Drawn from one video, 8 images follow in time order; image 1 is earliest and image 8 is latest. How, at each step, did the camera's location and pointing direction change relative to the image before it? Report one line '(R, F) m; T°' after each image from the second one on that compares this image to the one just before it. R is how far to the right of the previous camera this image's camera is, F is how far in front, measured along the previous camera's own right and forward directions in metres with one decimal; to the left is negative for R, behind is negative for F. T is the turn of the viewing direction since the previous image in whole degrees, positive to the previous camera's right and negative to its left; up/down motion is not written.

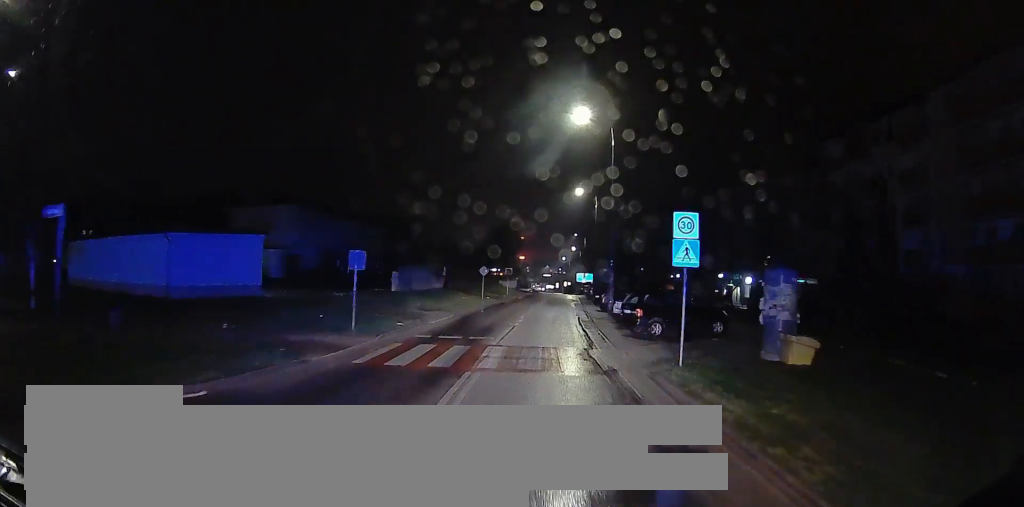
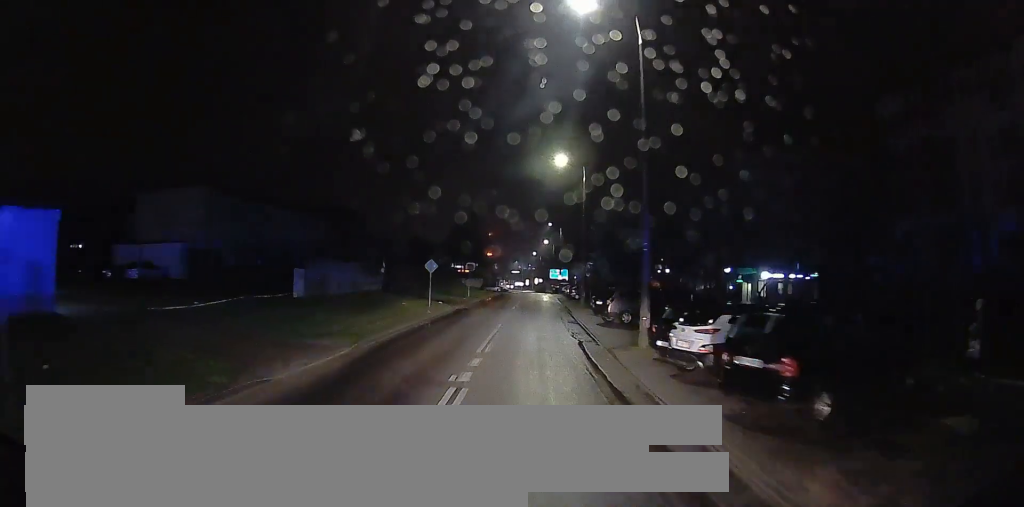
(0.0, +12.2) m; +1°
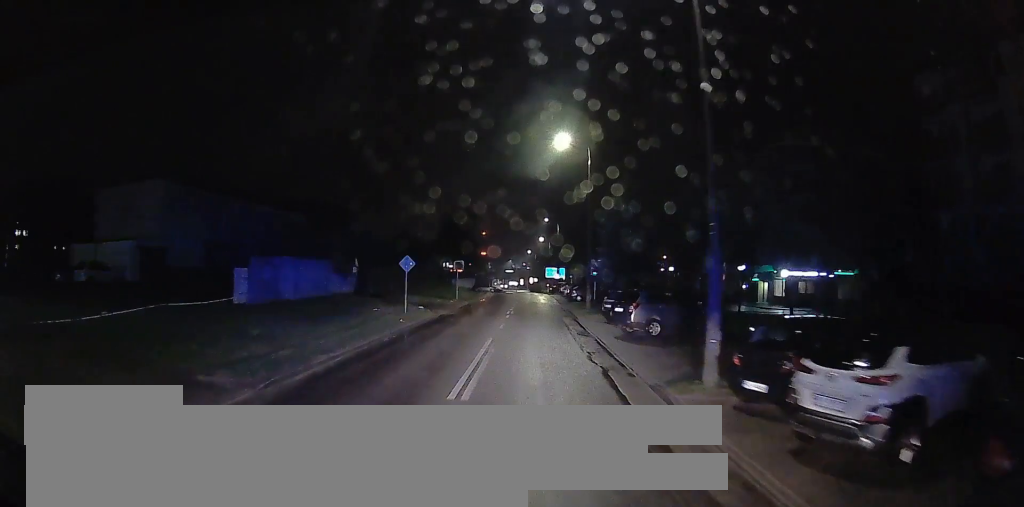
(0.0, +5.4) m; +1°
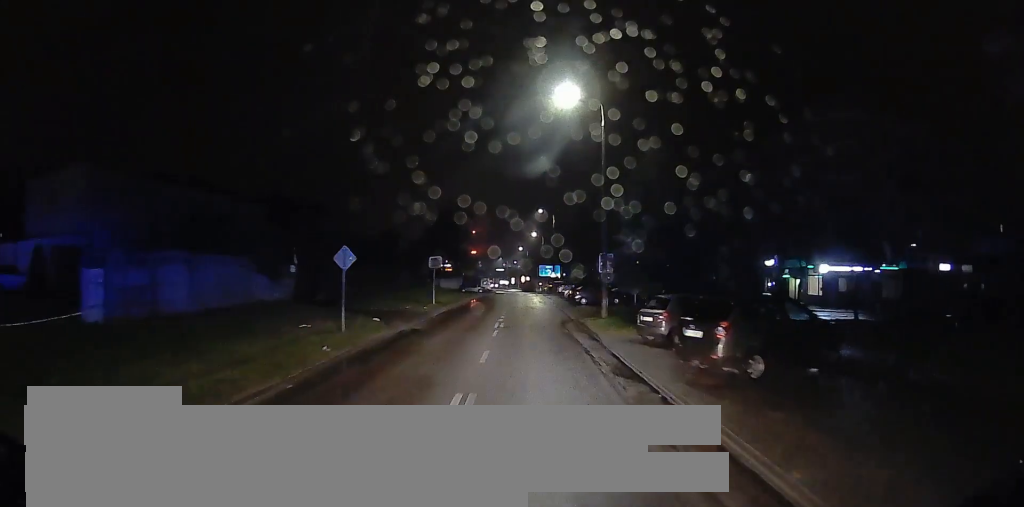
(+0.2, +8.7) m; +1°
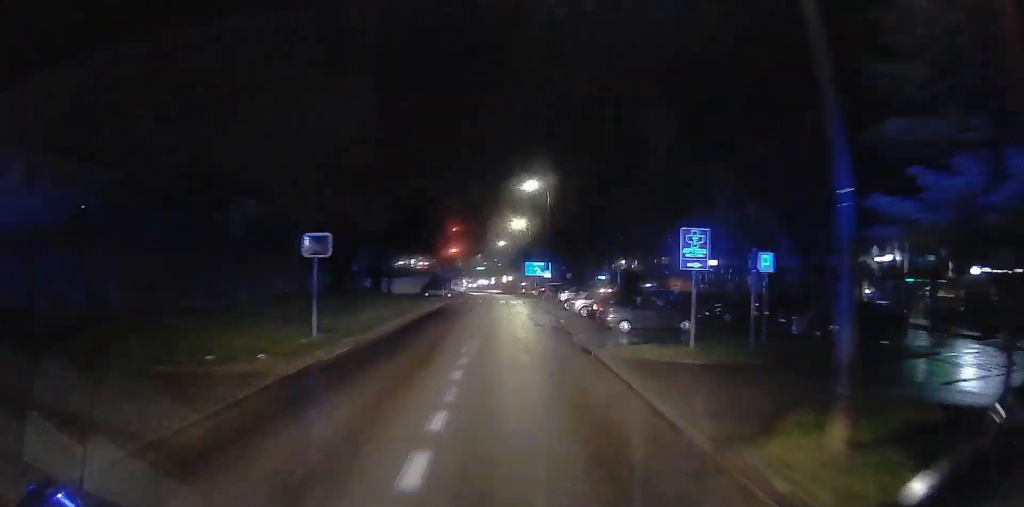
(0.0, +19.8) m; -1°
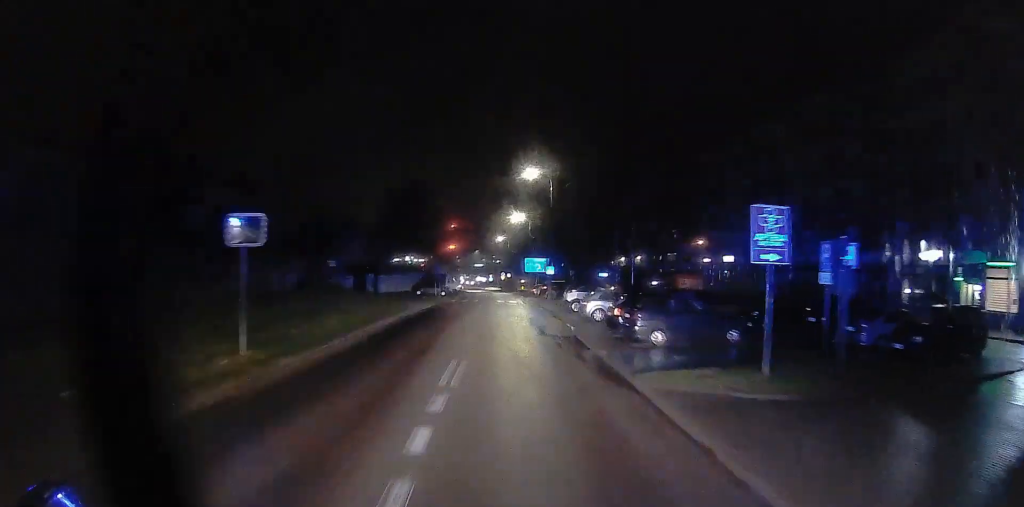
(0.0, +4.8) m; 0°
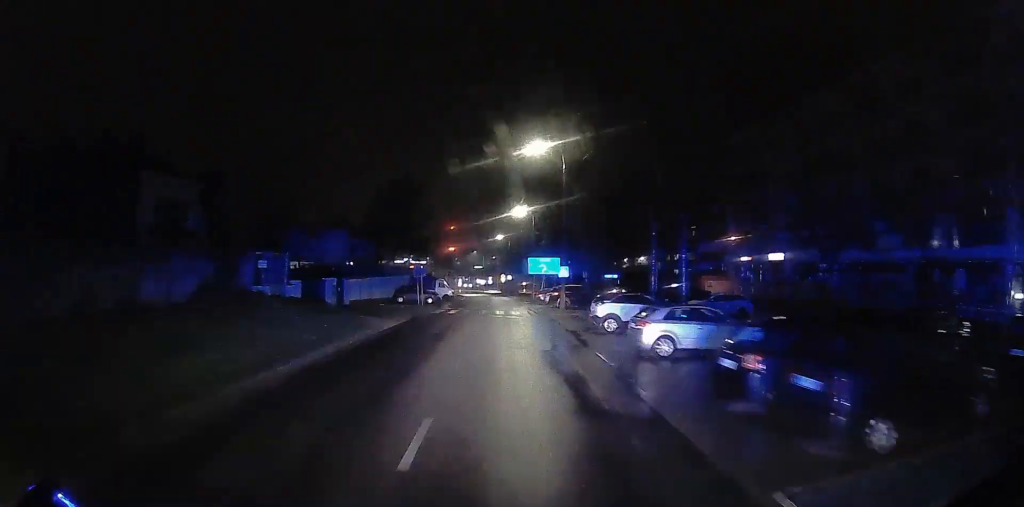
(-0.1, +10.2) m; 0°
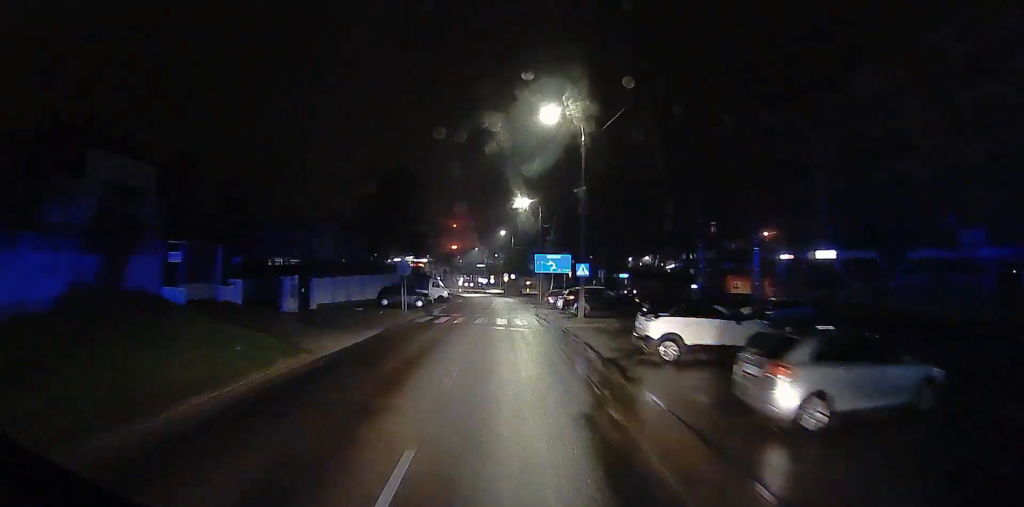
(0.0, +7.4) m; 0°
